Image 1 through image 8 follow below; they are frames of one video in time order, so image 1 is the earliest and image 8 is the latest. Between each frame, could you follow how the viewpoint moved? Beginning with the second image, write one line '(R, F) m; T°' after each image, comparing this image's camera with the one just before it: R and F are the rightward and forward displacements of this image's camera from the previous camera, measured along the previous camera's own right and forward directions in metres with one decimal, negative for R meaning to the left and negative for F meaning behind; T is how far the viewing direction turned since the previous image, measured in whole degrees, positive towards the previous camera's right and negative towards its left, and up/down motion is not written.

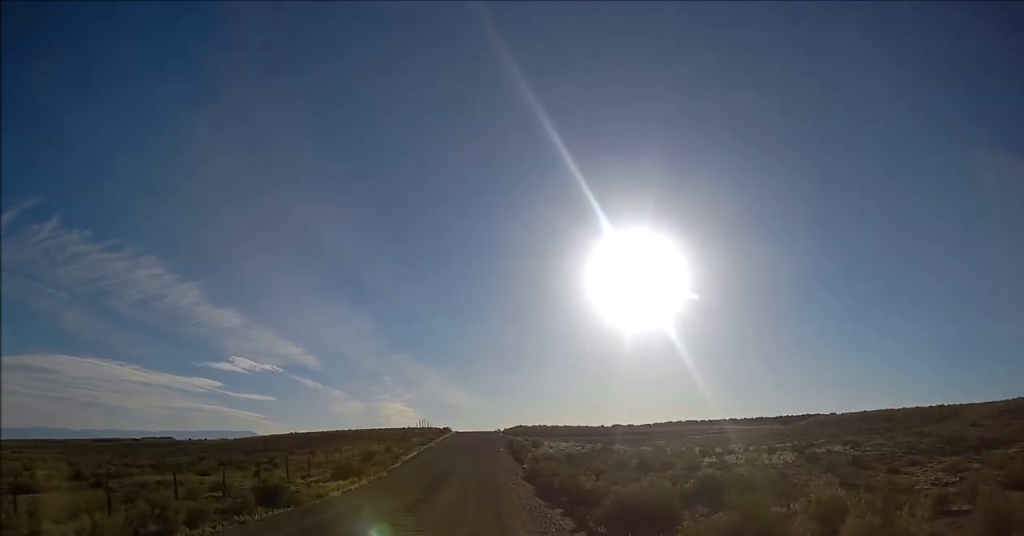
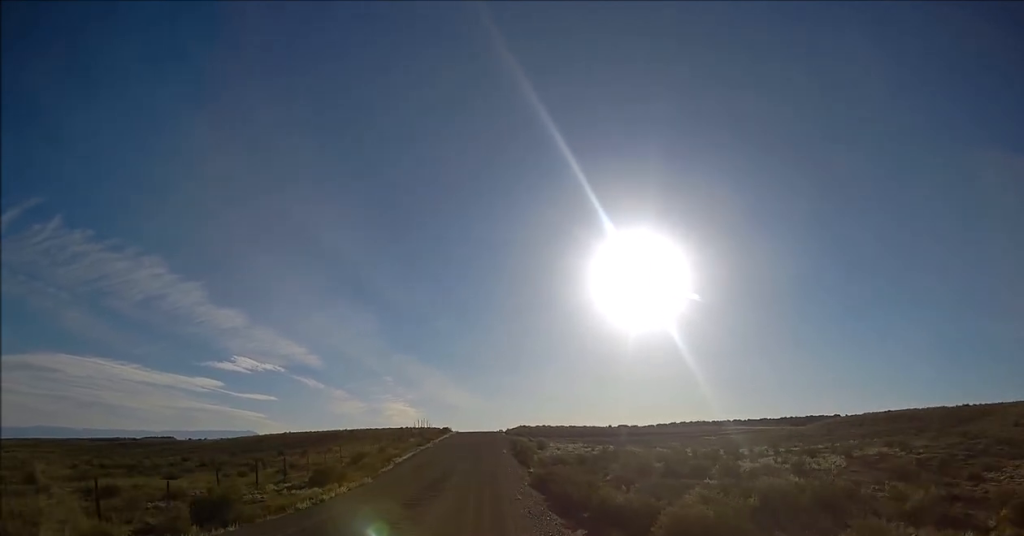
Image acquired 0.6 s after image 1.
(0.0, +6.2) m; 0°
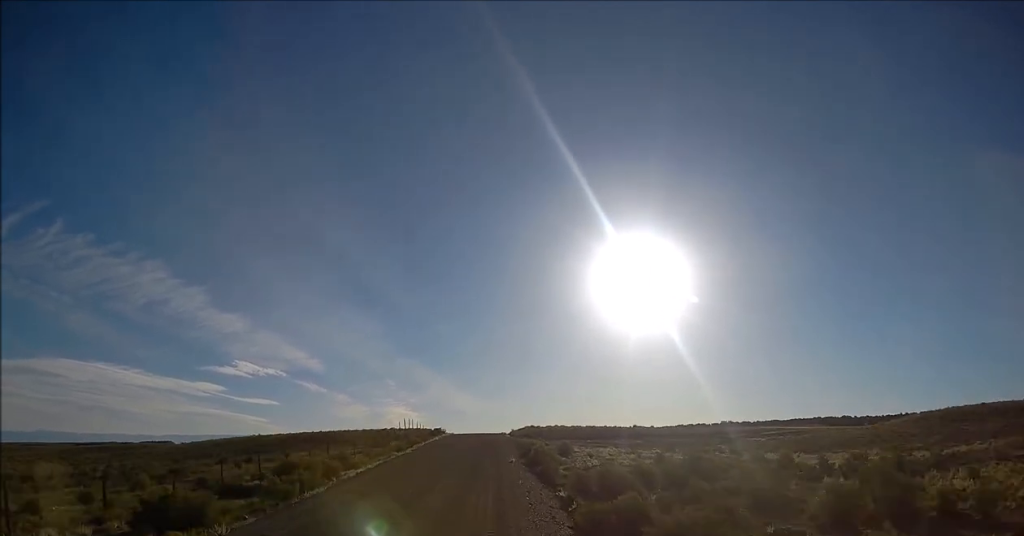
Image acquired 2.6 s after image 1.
(0.0, +19.4) m; +1°
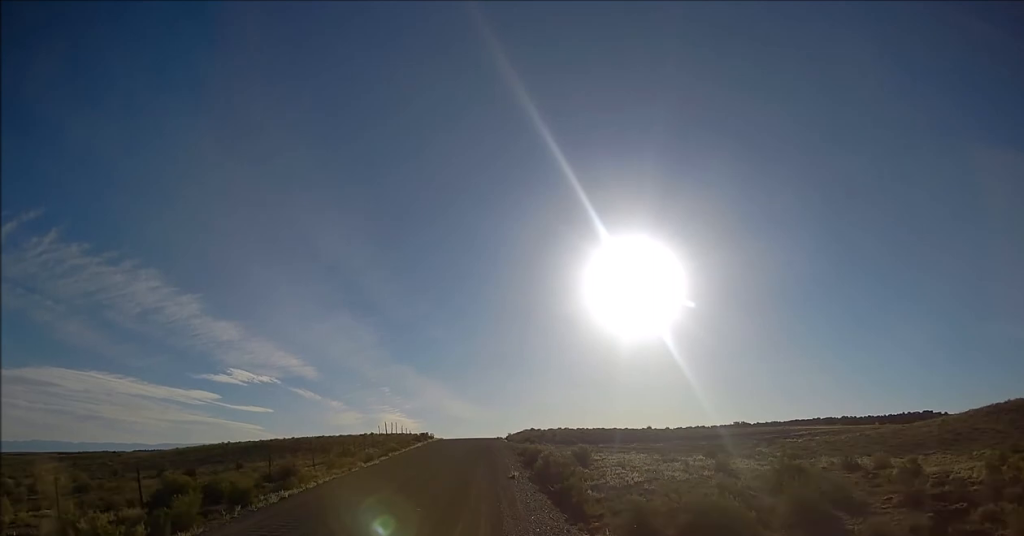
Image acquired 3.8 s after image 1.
(+0.1, +12.1) m; 0°
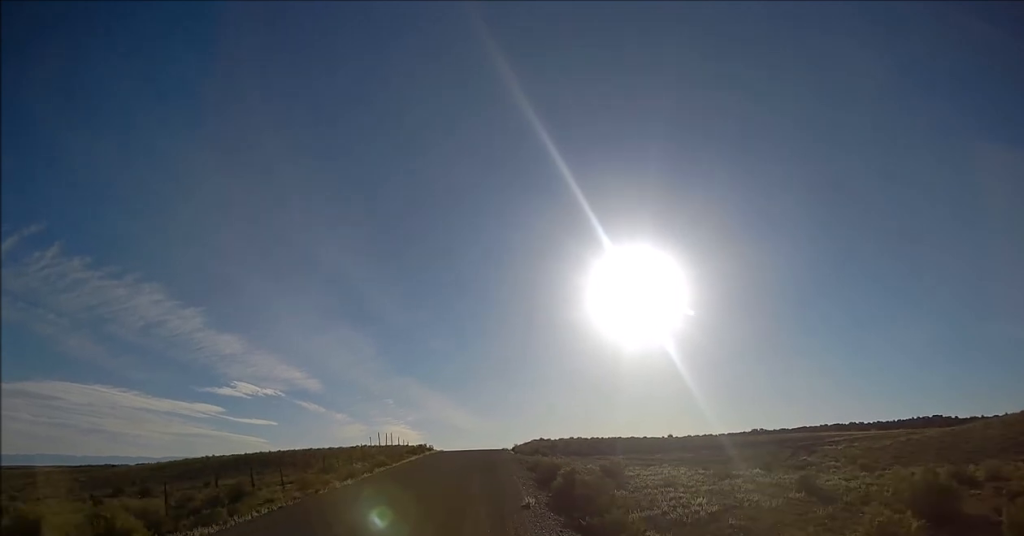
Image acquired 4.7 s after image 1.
(0.0, +8.3) m; 0°
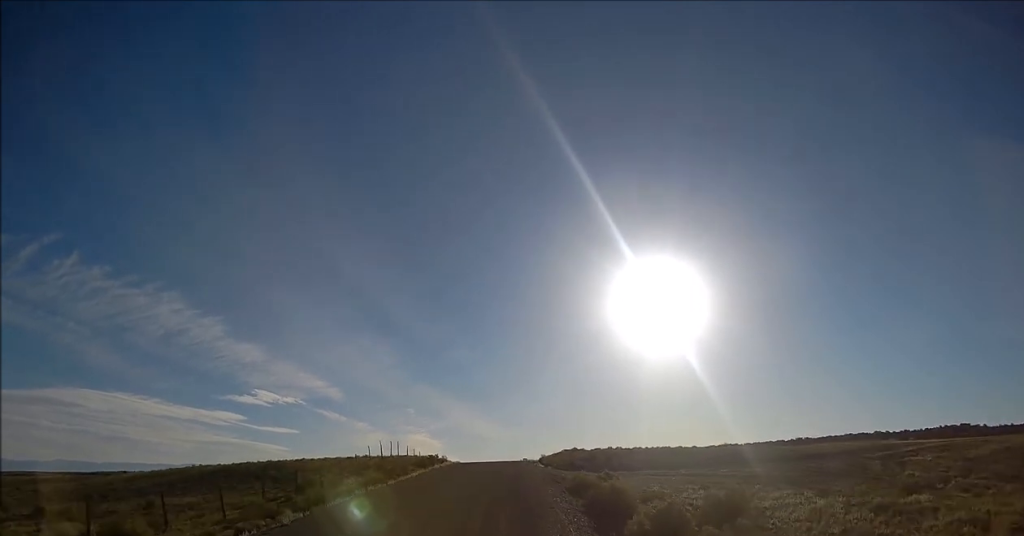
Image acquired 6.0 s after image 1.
(-0.2, +12.7) m; -1°
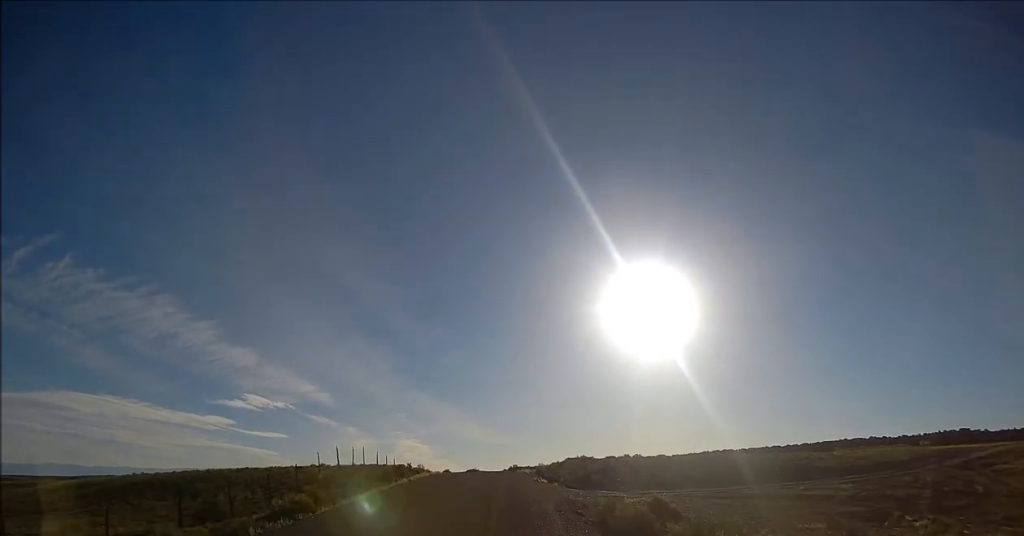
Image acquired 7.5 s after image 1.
(0.0, +13.0) m; 0°
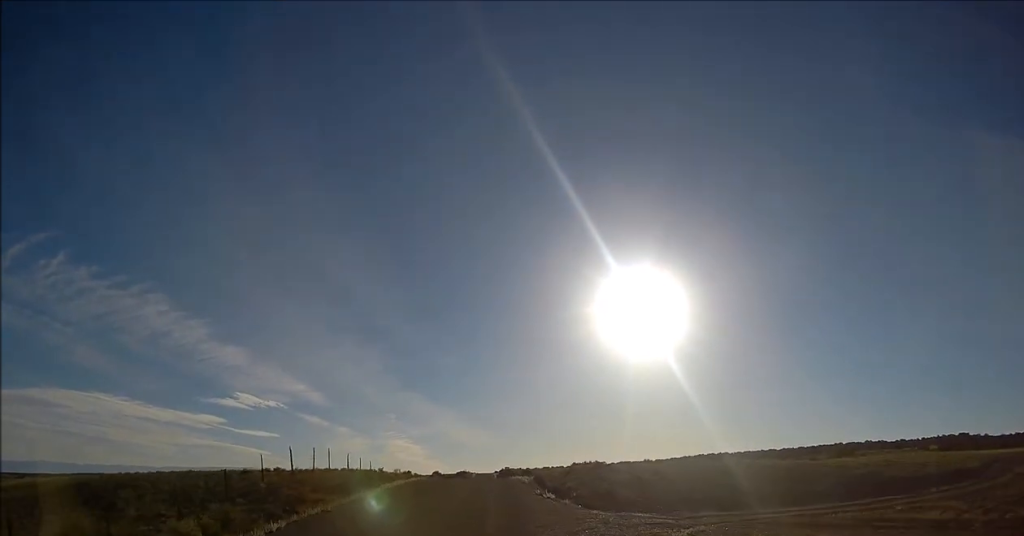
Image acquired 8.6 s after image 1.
(+0.1, +9.3) m; +1°
